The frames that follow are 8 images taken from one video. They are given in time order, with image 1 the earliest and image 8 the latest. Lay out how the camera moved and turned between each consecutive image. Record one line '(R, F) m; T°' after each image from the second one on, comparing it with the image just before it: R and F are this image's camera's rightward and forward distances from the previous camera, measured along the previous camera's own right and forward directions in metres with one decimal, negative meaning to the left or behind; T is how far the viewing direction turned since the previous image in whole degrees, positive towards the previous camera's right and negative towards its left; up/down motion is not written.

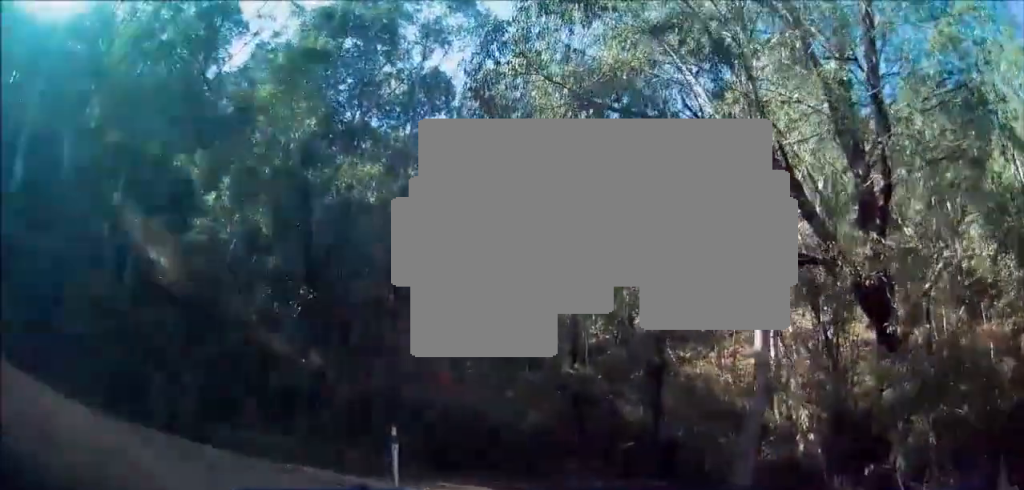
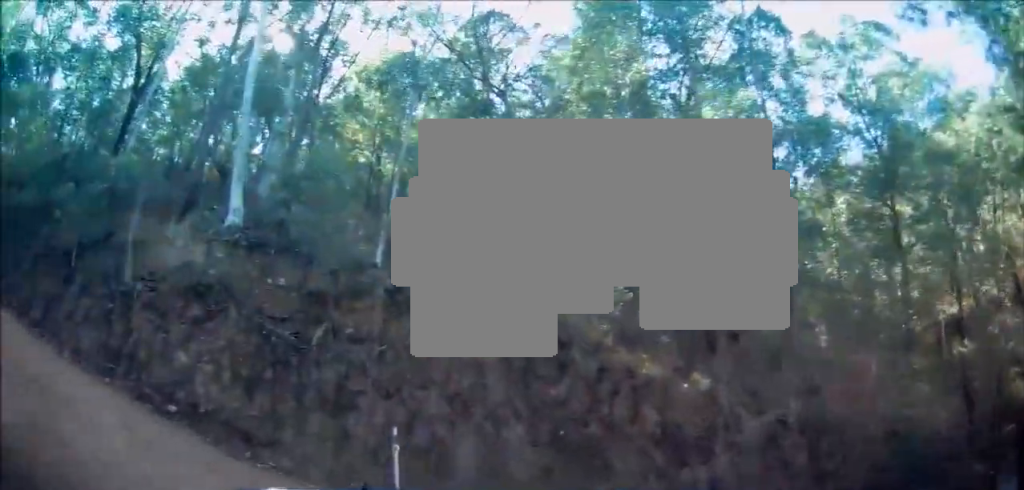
(-0.8, +2.9) m; -41°
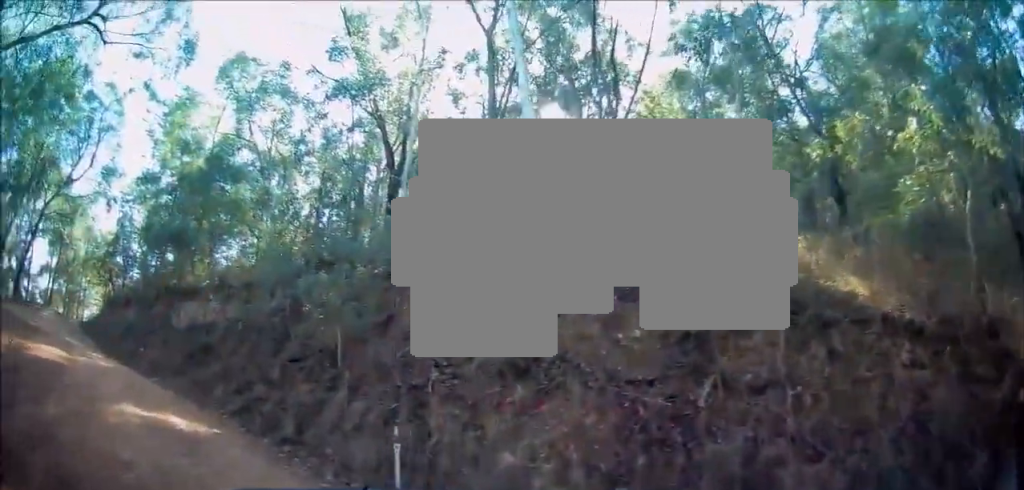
(-0.8, +2.0) m; -45°
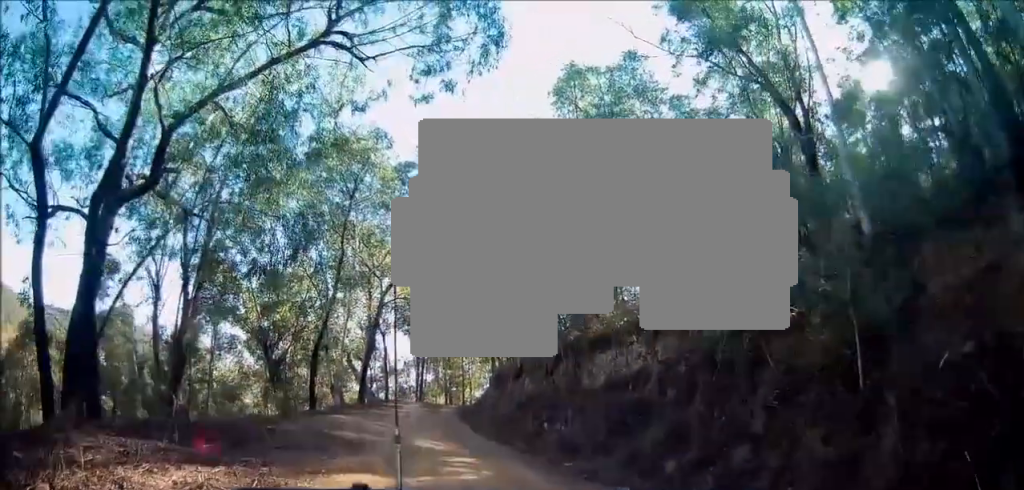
(-1.6, +3.3) m; -29°
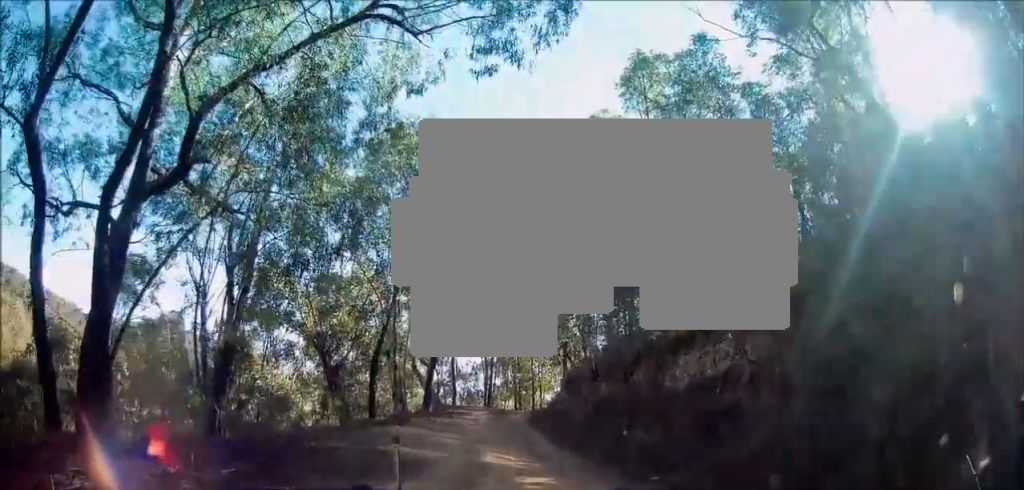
(0.0, +1.2) m; +1°
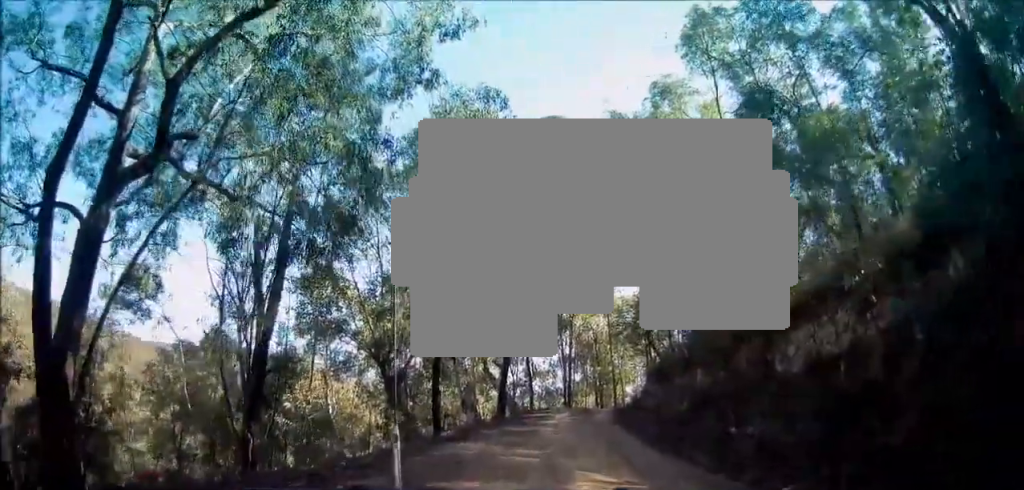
(0.0, +2.2) m; 0°
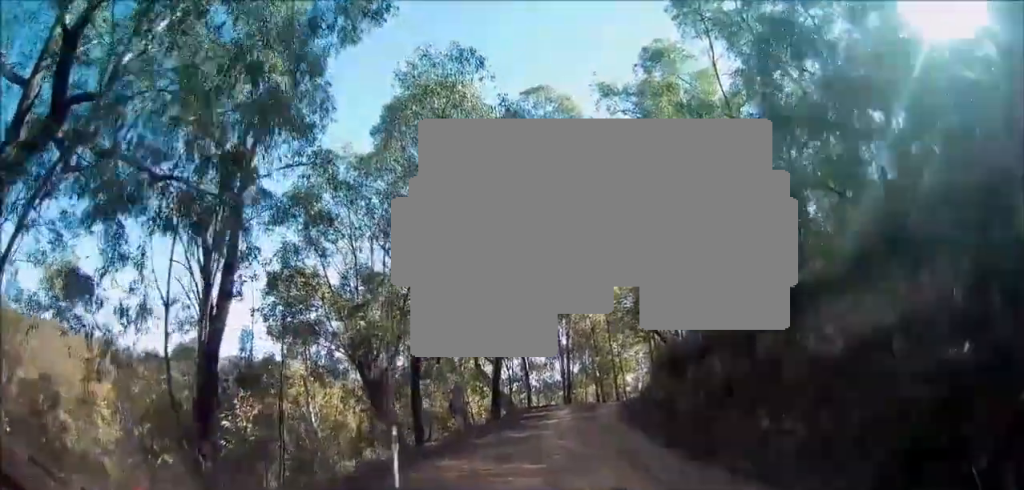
(0.0, +1.9) m; -4°
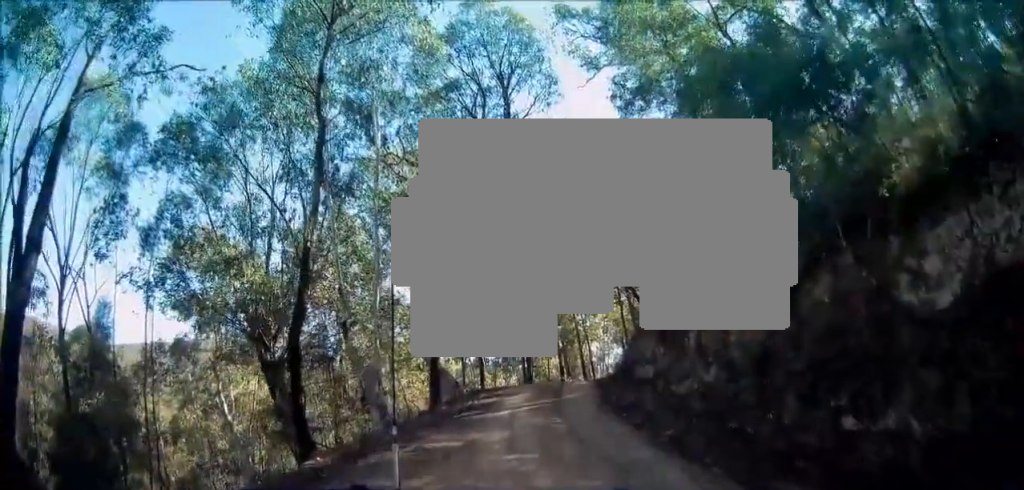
(-0.4, +4.0) m; +1°
